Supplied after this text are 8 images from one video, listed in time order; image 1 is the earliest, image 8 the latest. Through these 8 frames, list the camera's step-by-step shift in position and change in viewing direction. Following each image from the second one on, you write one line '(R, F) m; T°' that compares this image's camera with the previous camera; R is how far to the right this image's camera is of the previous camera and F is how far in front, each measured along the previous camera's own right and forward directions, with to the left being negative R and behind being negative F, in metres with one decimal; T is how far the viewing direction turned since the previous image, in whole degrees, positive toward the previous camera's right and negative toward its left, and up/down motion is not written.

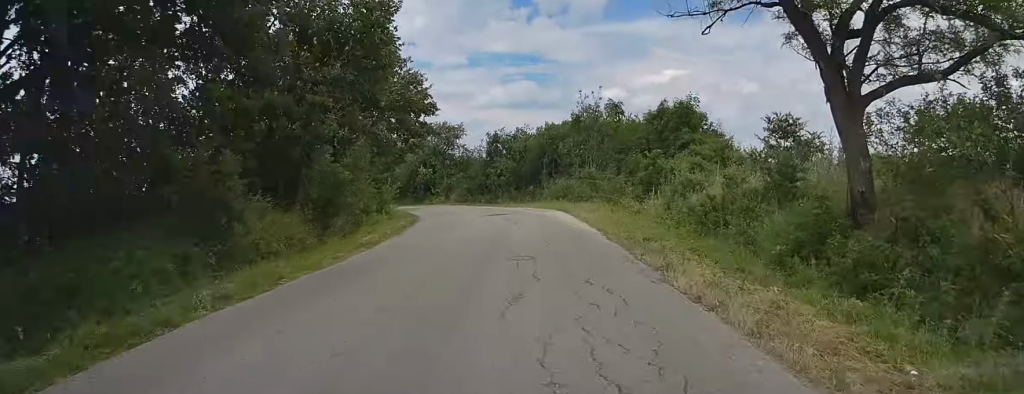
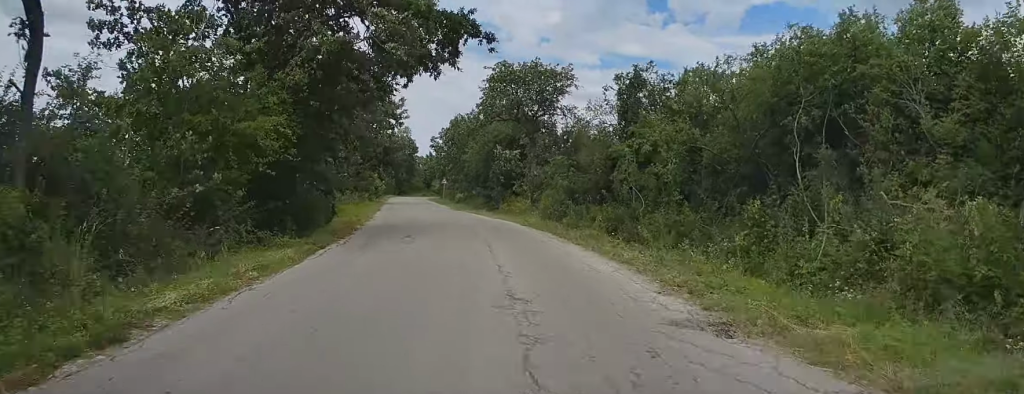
(-1.8, +33.1) m; -9°
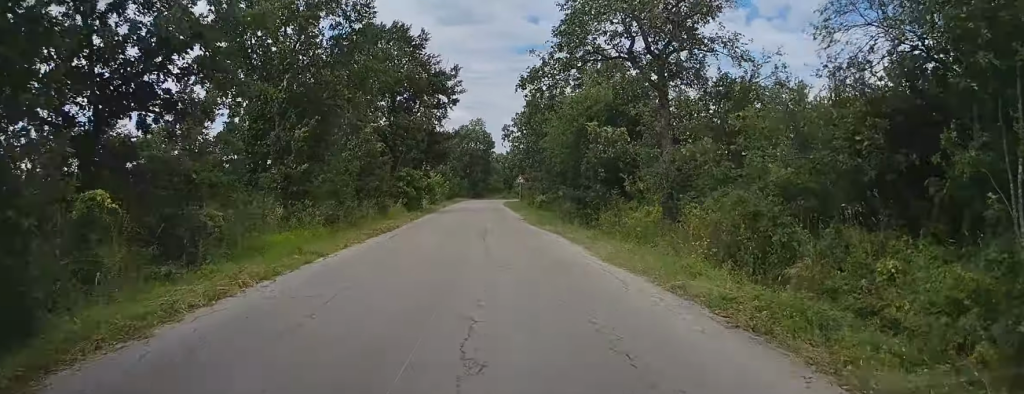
(-1.0, +18.2) m; -6°
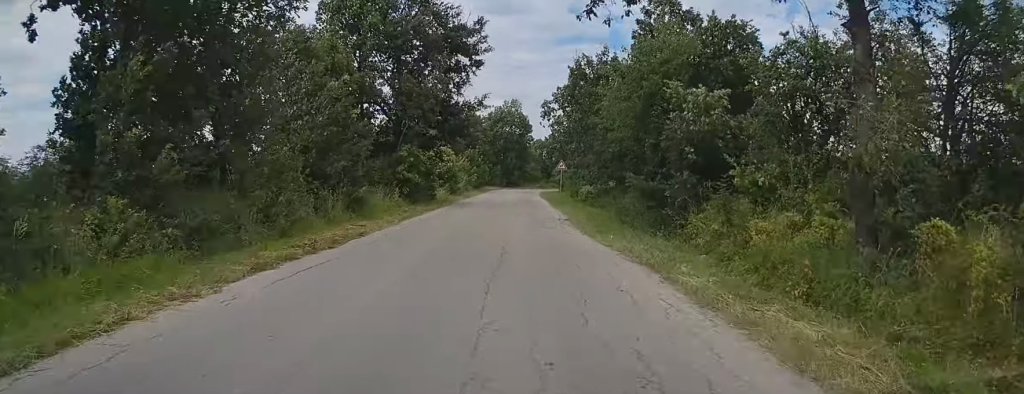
(-0.6, +10.5) m; -2°
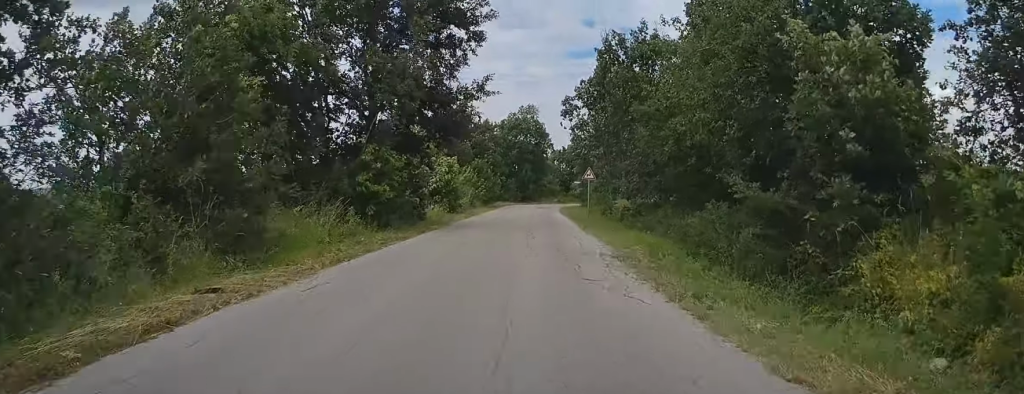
(-0.2, +9.3) m; -2°
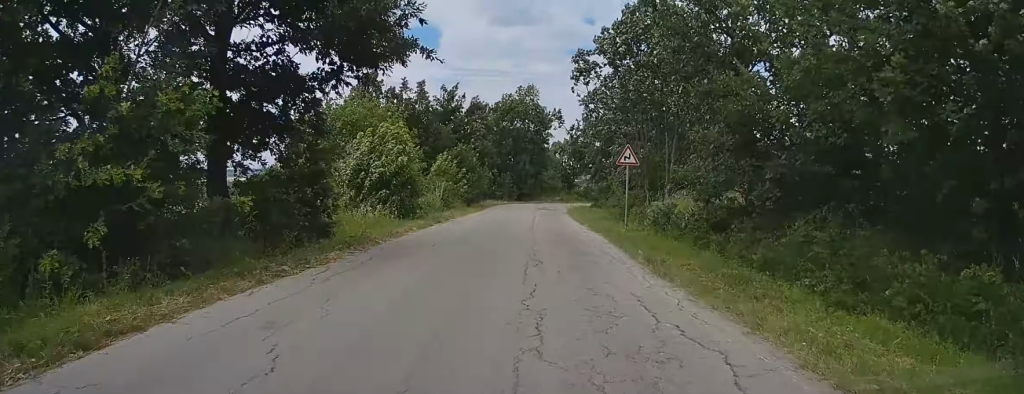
(-0.1, +13.5) m; 0°
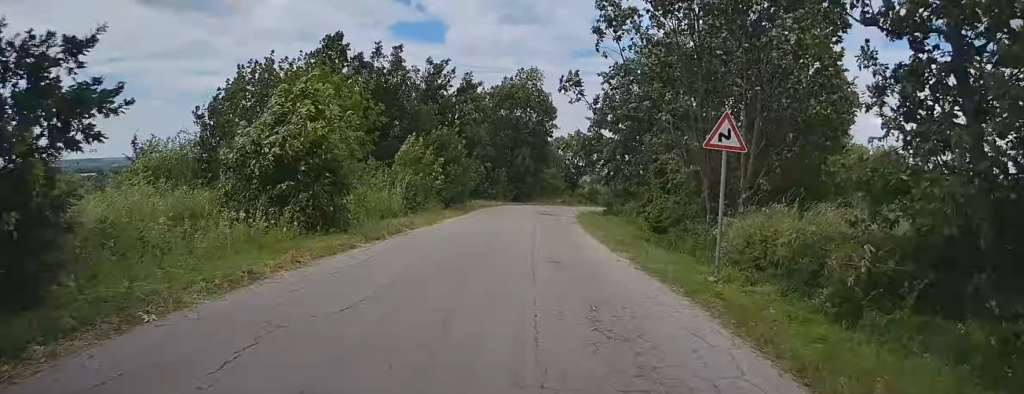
(0.0, +9.8) m; 0°
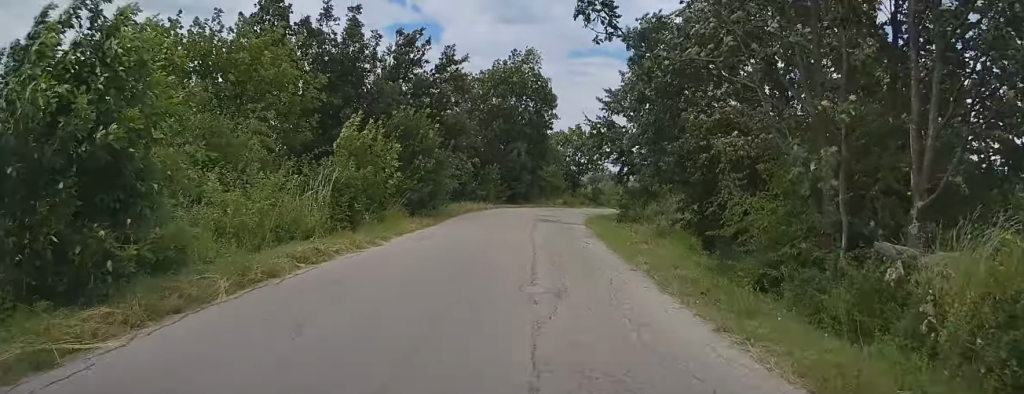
(+0.1, +8.6) m; 0°
